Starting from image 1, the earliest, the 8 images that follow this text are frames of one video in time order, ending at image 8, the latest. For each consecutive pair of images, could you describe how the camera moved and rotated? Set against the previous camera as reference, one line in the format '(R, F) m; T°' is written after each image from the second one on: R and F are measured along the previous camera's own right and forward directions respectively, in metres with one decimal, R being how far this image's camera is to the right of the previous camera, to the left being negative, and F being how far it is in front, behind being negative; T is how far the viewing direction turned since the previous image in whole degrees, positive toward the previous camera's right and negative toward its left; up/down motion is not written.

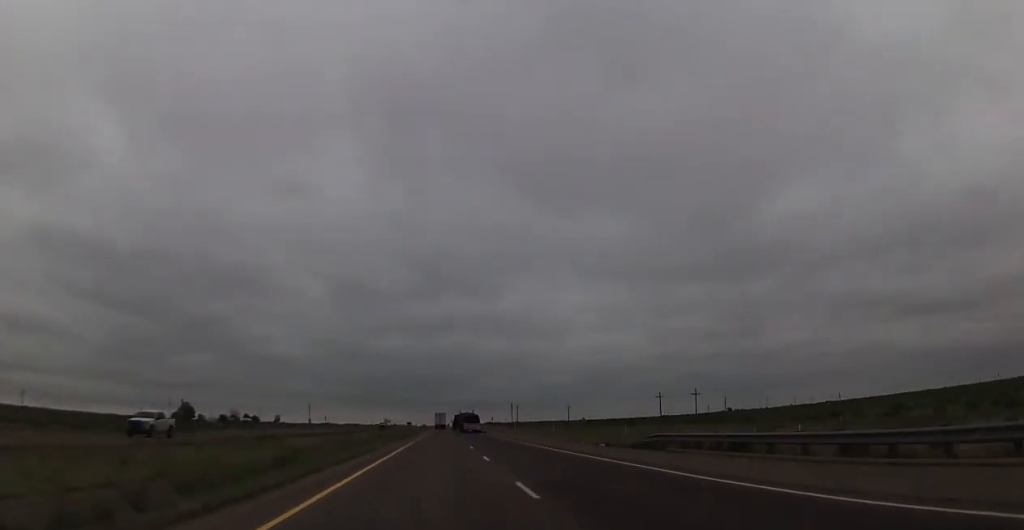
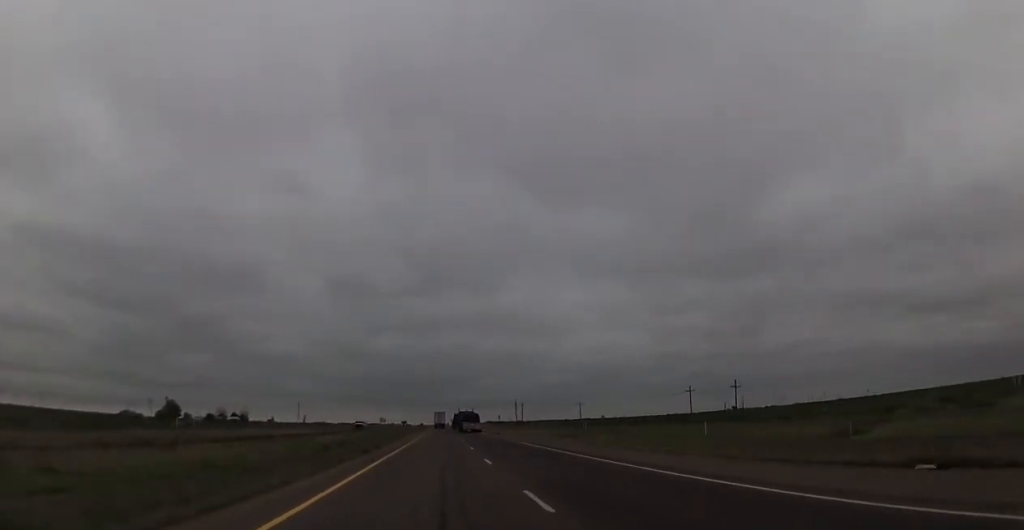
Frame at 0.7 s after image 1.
(-0.1, +25.6) m; 0°
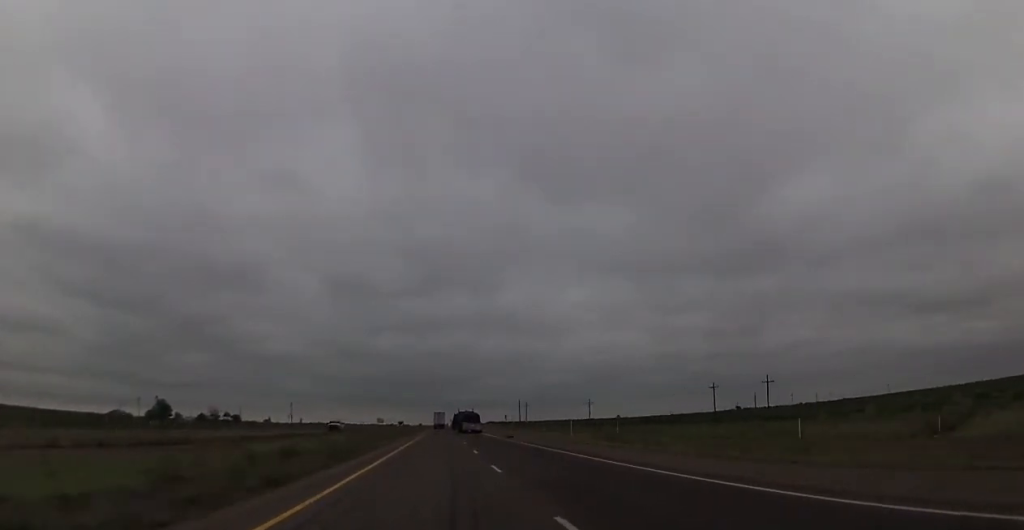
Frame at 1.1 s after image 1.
(+0.1, +15.9) m; 0°
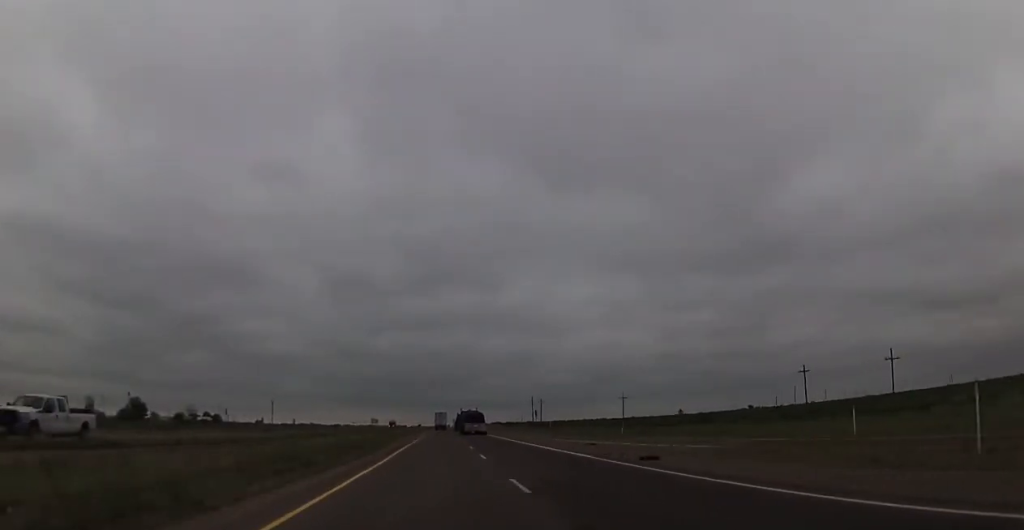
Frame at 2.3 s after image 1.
(+0.1, +41.6) m; 0°
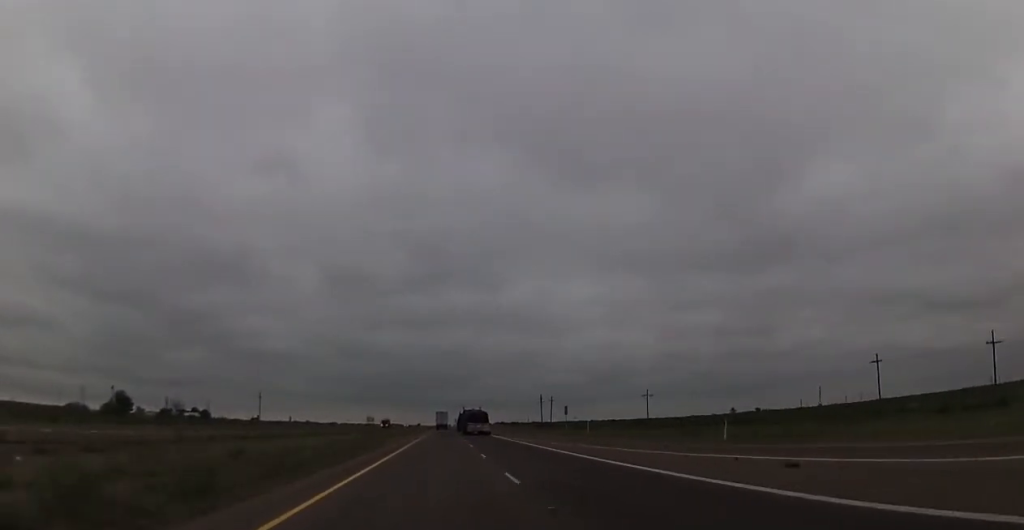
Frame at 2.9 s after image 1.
(-0.1, +22.0) m; 0°
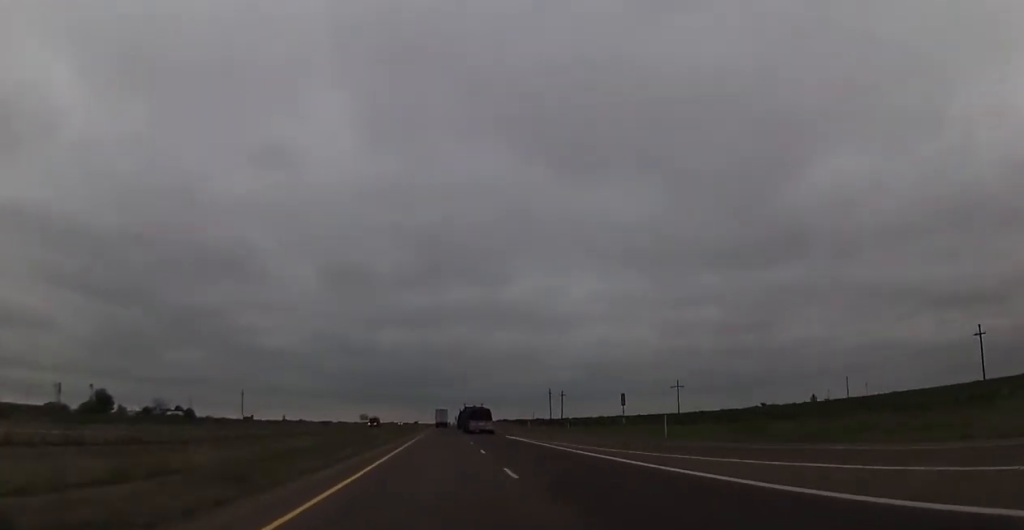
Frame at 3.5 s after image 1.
(+0.1, +23.2) m; 0°
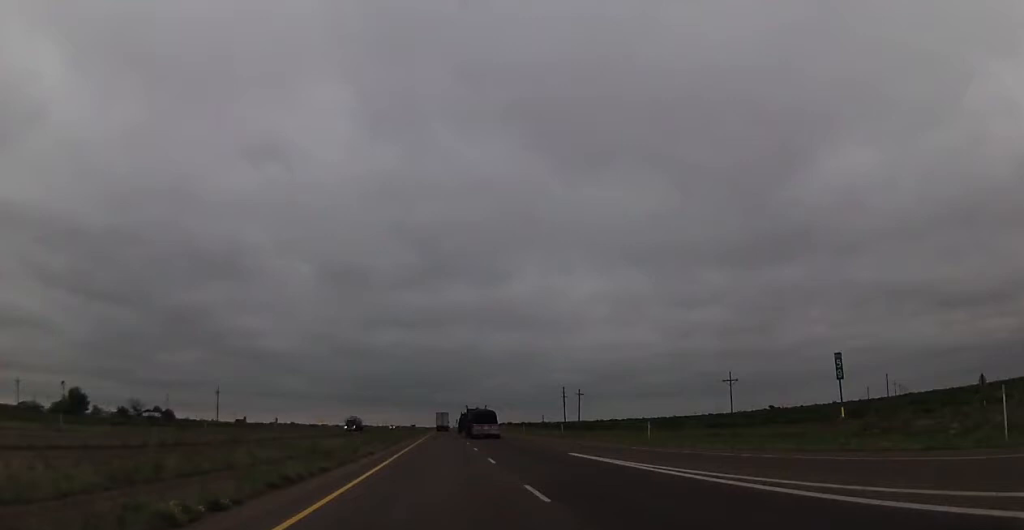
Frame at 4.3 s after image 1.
(-0.2, +28.2) m; 0°
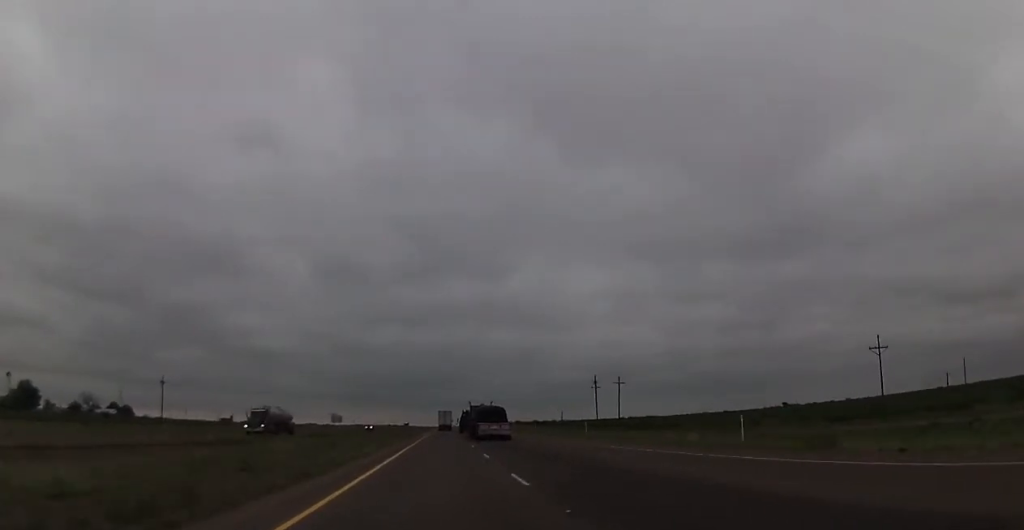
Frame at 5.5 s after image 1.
(+0.1, +45.4) m; +1°
